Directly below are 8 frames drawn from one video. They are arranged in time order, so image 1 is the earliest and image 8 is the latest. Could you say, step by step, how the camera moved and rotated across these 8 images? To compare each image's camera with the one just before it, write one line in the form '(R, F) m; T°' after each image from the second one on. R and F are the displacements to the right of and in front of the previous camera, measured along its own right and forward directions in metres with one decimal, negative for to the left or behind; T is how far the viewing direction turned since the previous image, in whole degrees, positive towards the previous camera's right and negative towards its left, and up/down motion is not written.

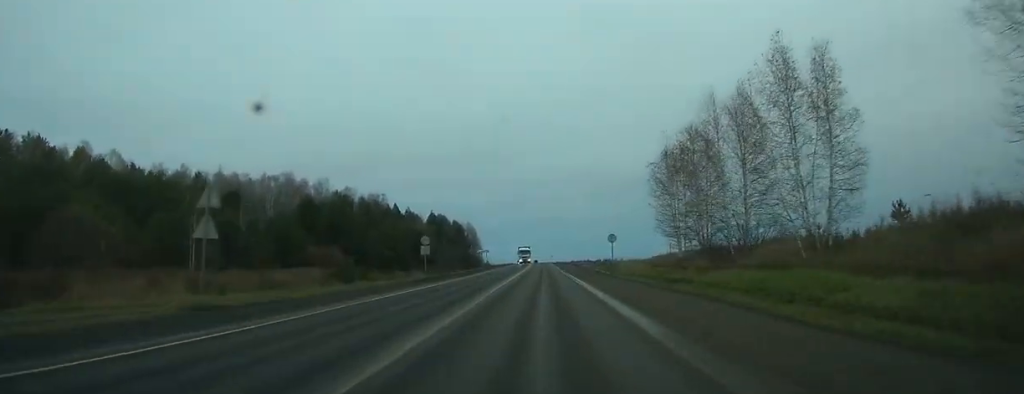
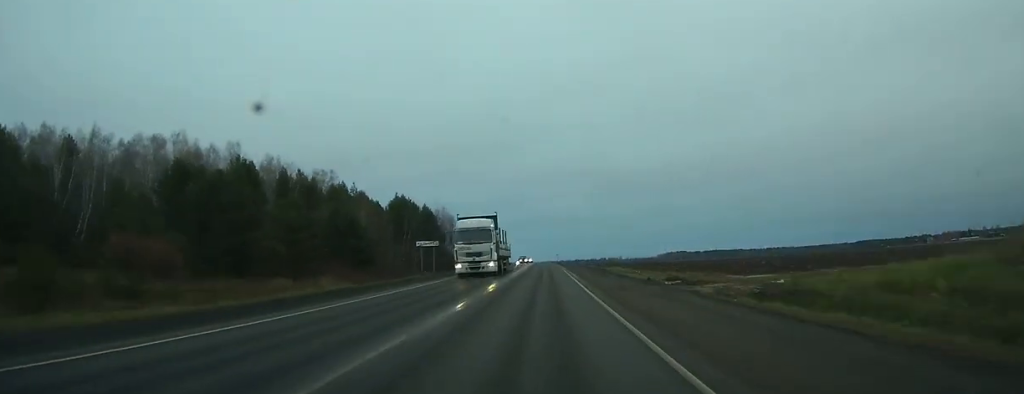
(-0.1, +46.4) m; 0°
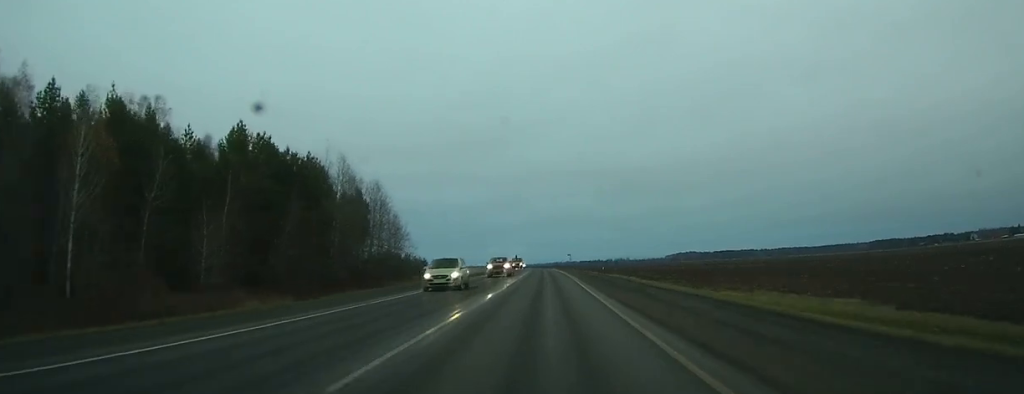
(-0.3, +66.1) m; 0°
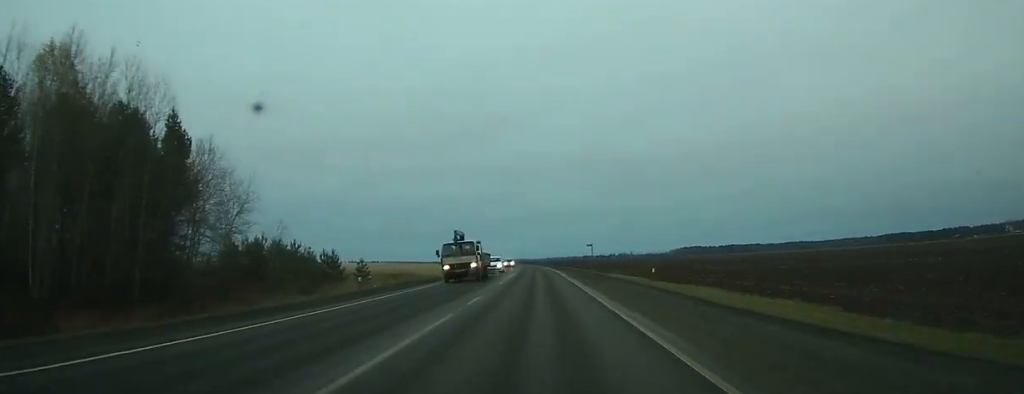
(+0.1, +48.5) m; 0°
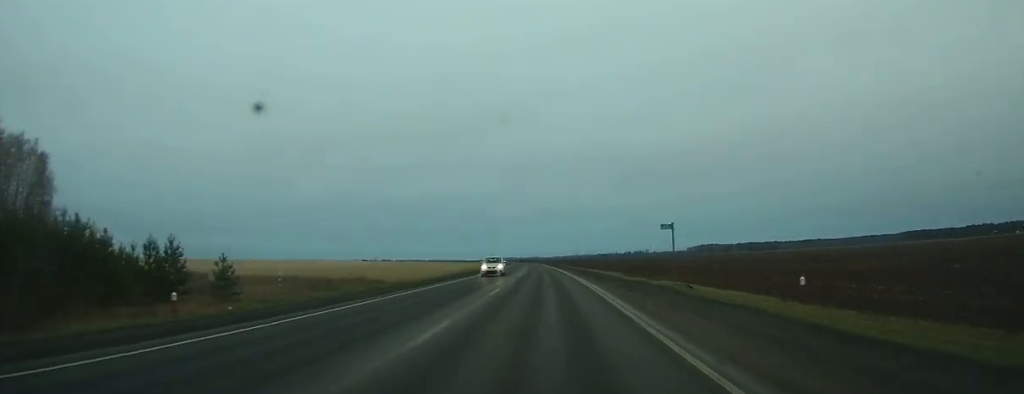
(-0.1, +31.6) m; -1°
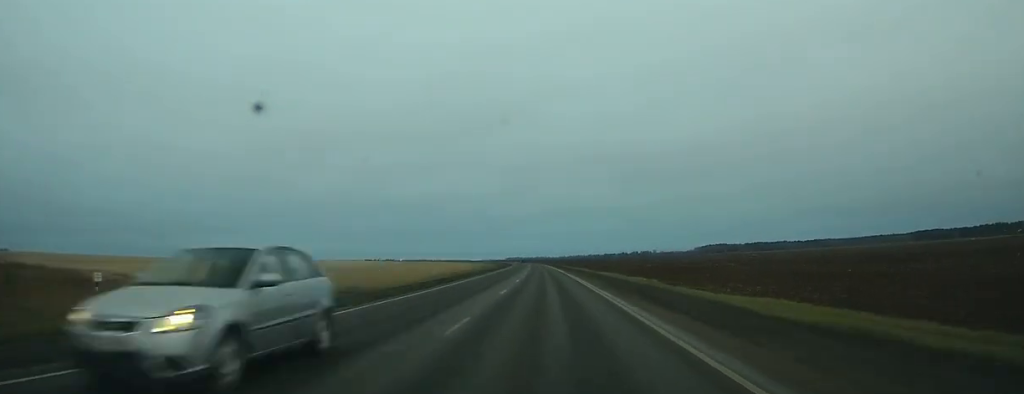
(0.0, +22.9) m; -1°
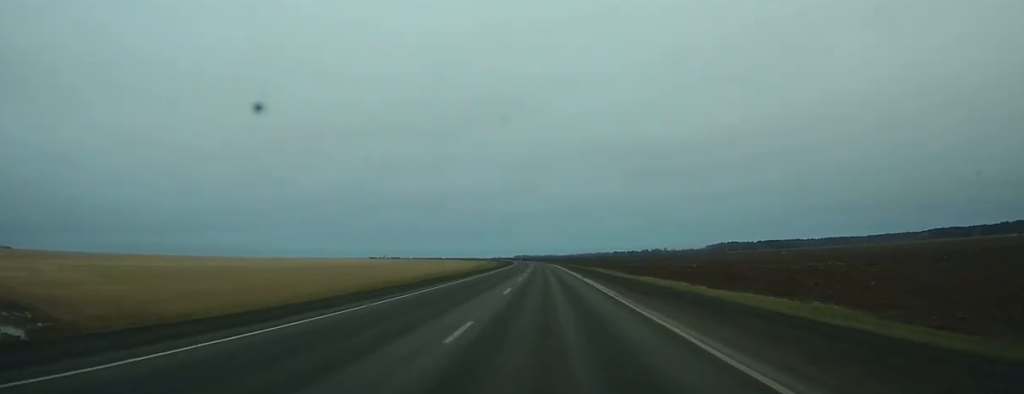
(-0.4, +37.3) m; -1°
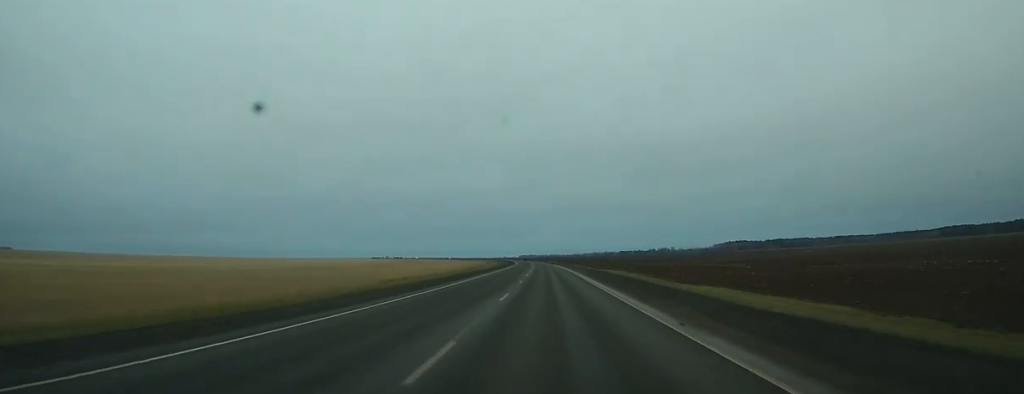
(-0.2, +26.8) m; -1°
